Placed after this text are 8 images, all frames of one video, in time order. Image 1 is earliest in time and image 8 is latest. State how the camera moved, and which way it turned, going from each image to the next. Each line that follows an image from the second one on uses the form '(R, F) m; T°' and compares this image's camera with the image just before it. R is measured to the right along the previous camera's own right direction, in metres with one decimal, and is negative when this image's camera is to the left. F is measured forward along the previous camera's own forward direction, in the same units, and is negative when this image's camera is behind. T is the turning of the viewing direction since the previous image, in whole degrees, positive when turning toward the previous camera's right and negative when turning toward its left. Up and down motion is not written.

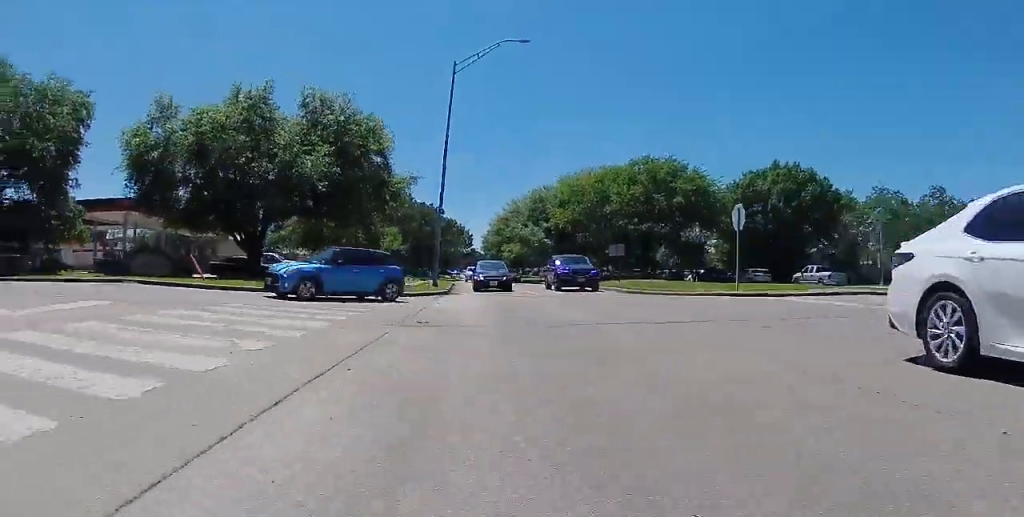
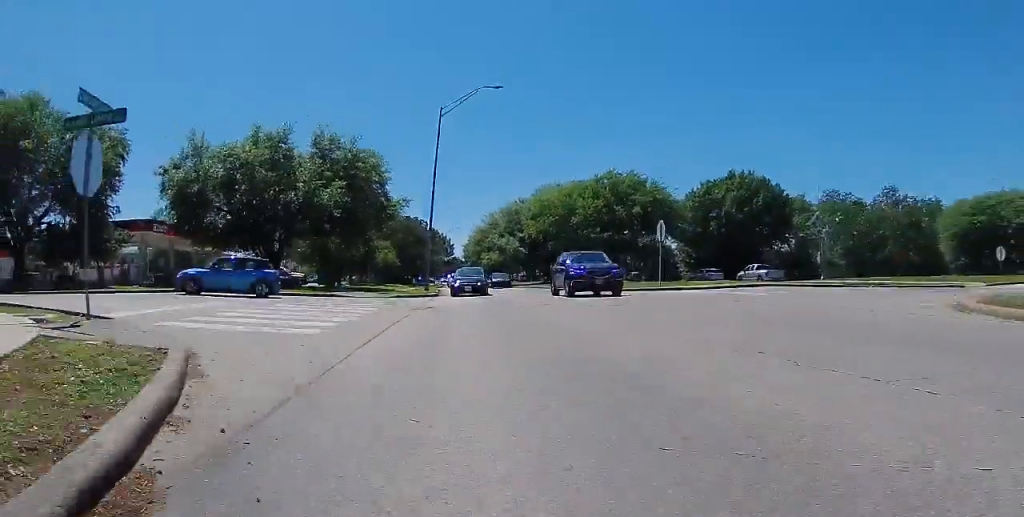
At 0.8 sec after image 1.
(0.0, +6.1) m; 0°
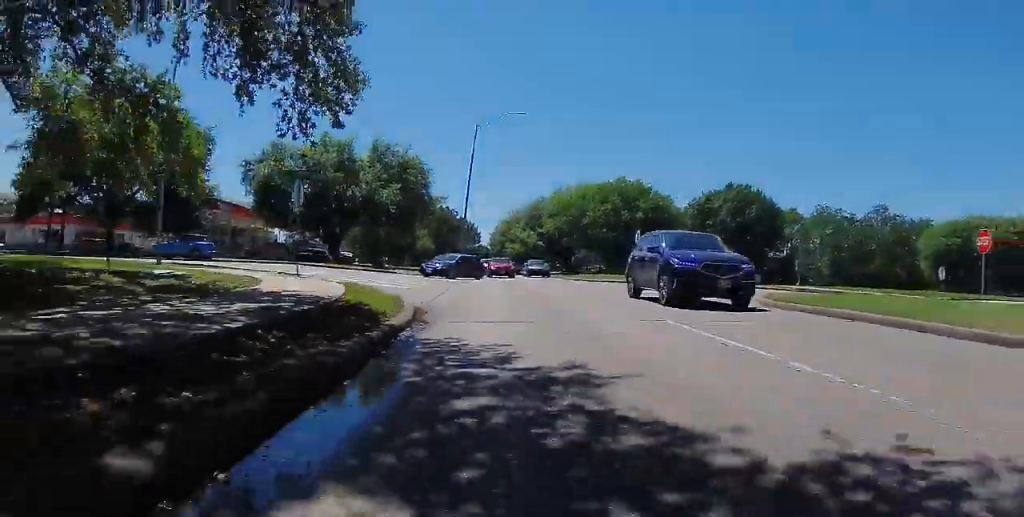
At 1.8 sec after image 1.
(0.0, +8.7) m; 0°
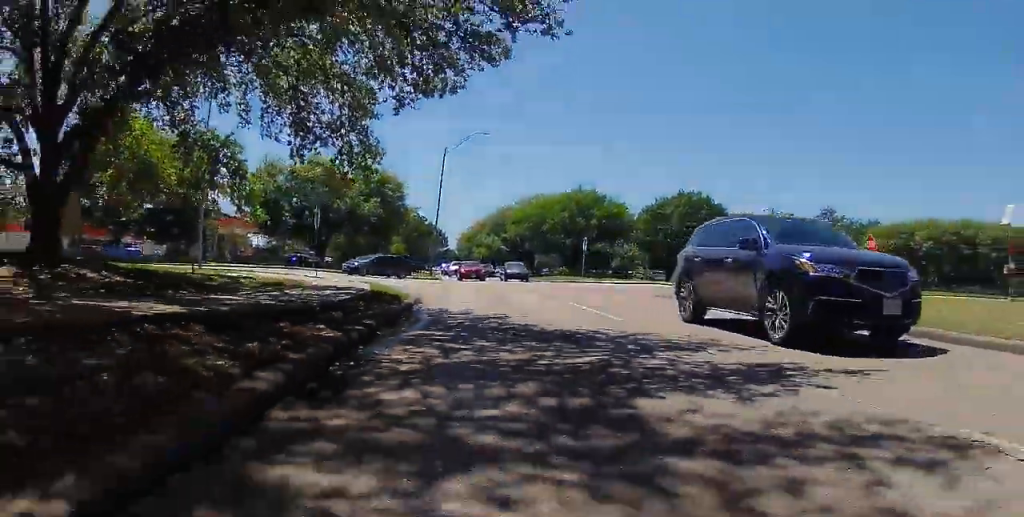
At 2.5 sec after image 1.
(0.0, +5.8) m; 0°
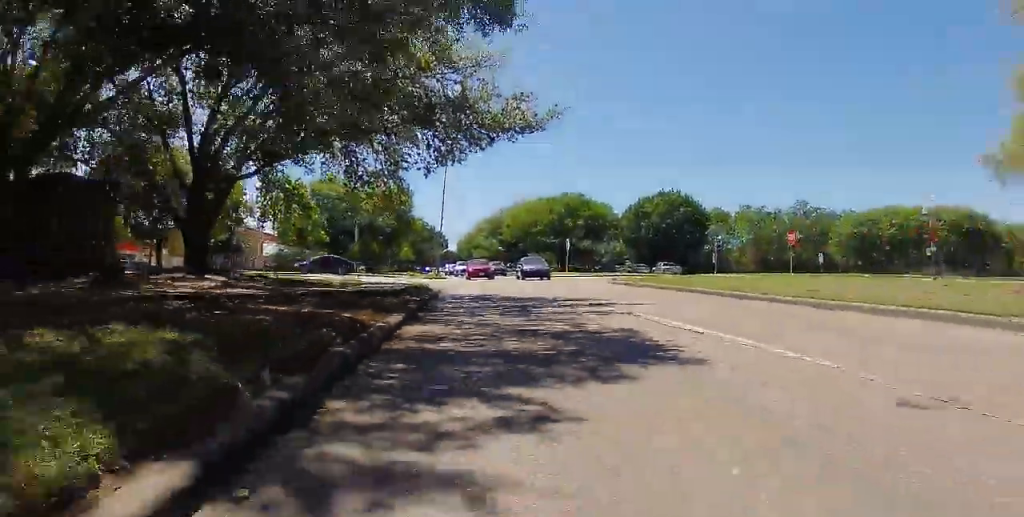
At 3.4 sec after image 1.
(0.0, +7.6) m; 0°
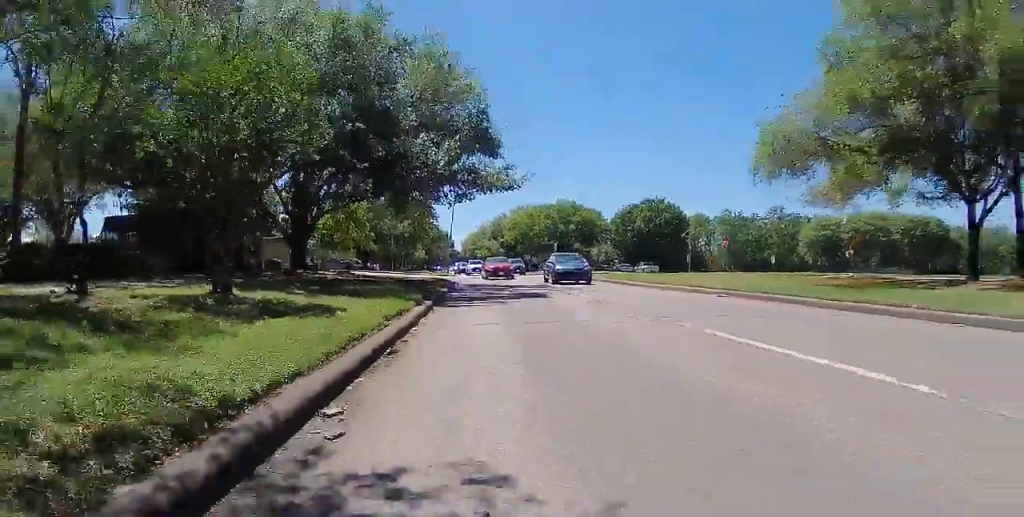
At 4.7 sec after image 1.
(+0.3, +10.7) m; +3°
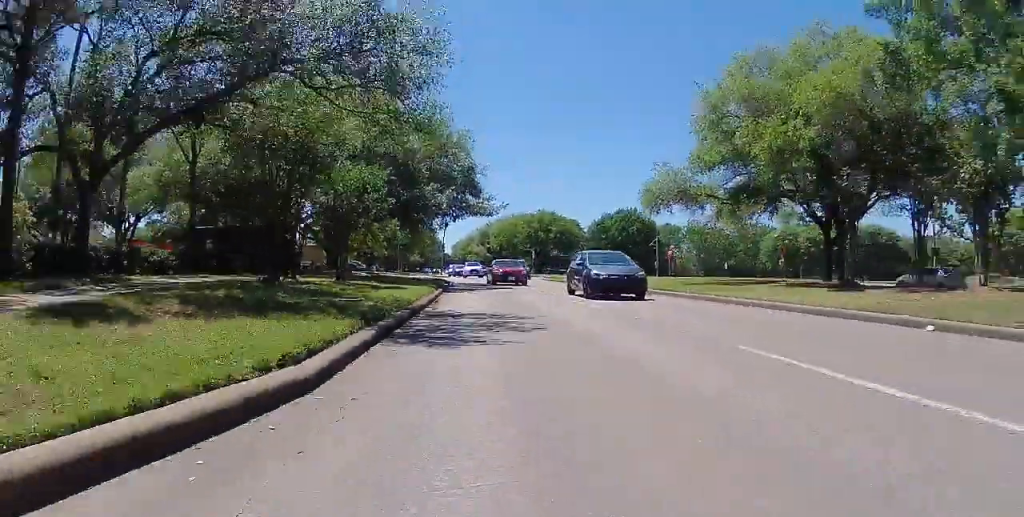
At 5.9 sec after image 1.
(0.0, +9.9) m; -1°
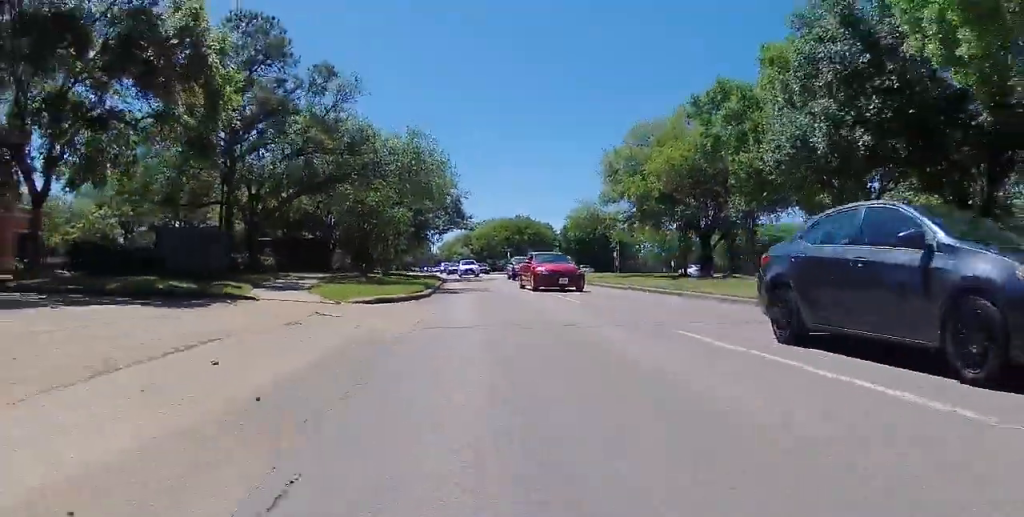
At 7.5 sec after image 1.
(+0.3, +13.7) m; +4°
